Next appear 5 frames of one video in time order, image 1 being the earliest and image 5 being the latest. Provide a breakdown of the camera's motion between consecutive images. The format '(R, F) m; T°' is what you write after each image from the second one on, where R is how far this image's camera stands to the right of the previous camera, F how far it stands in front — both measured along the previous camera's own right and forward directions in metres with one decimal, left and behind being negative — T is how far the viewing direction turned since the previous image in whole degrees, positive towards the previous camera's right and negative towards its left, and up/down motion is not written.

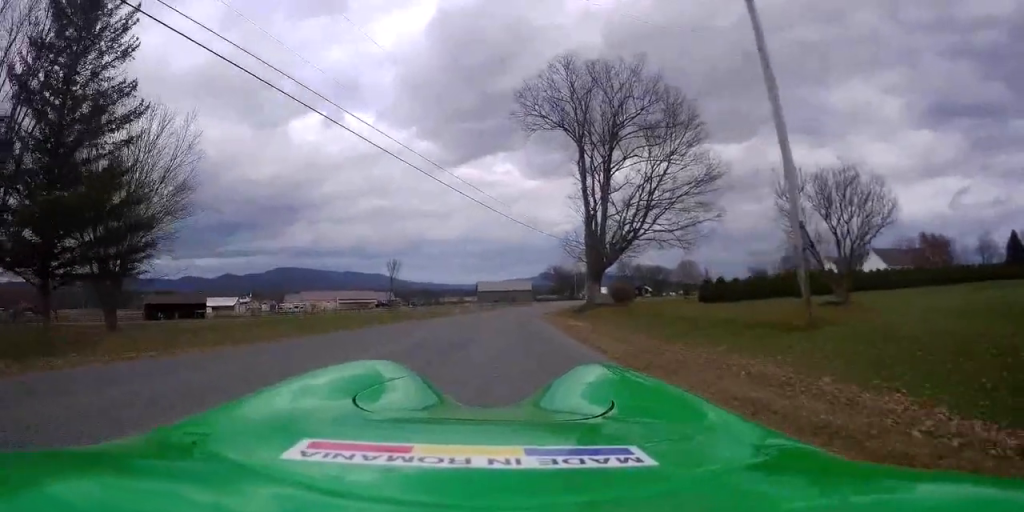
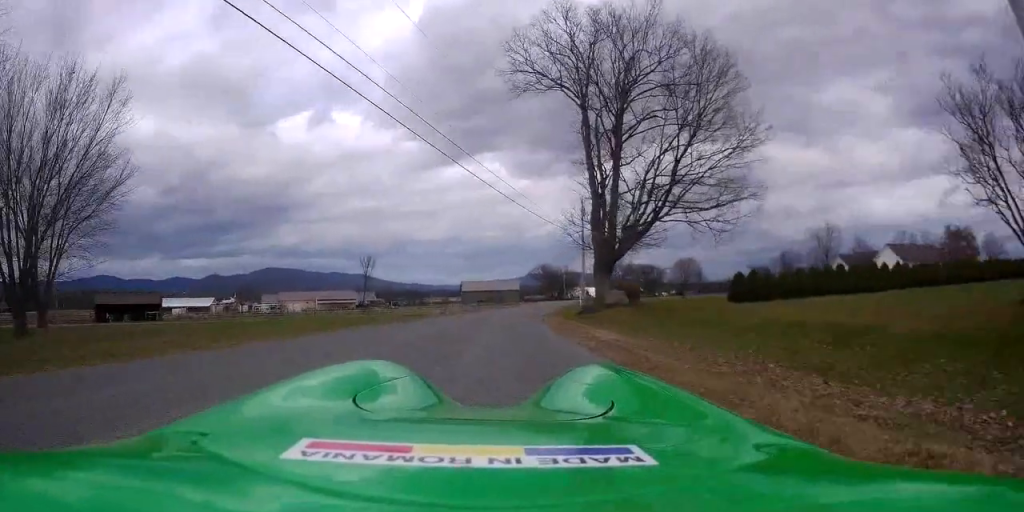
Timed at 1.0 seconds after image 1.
(-0.2, +9.0) m; +6°
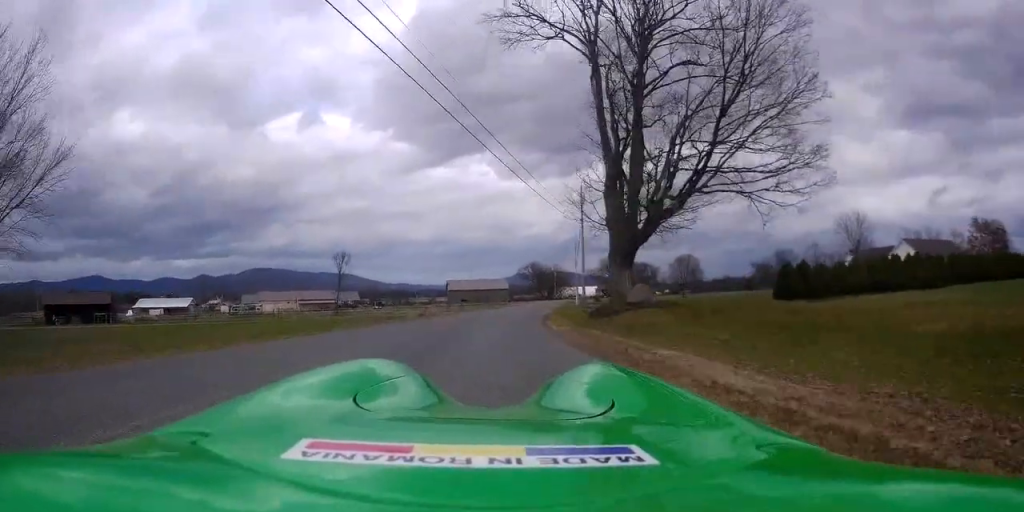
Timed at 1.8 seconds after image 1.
(+1.0, +7.8) m; +6°
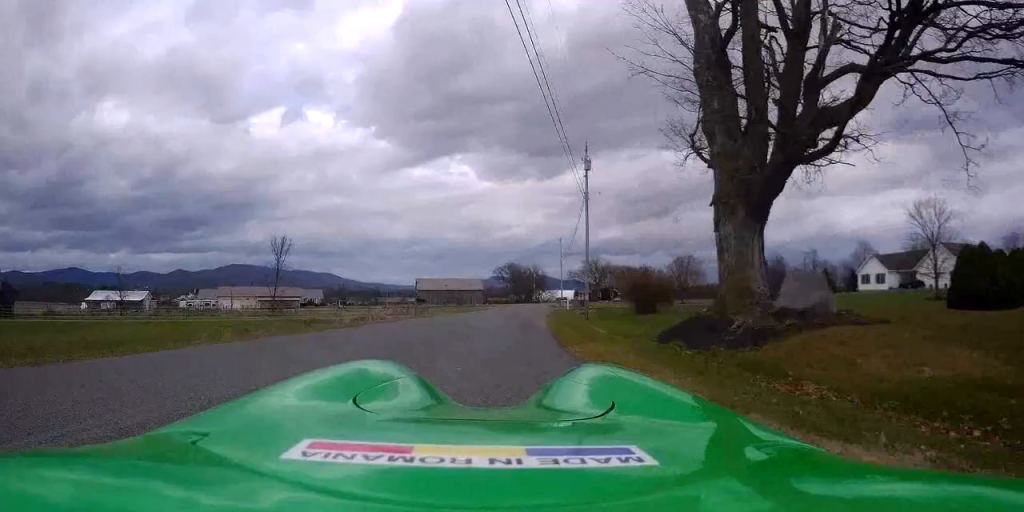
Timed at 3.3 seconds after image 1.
(-0.2, +14.4) m; 0°
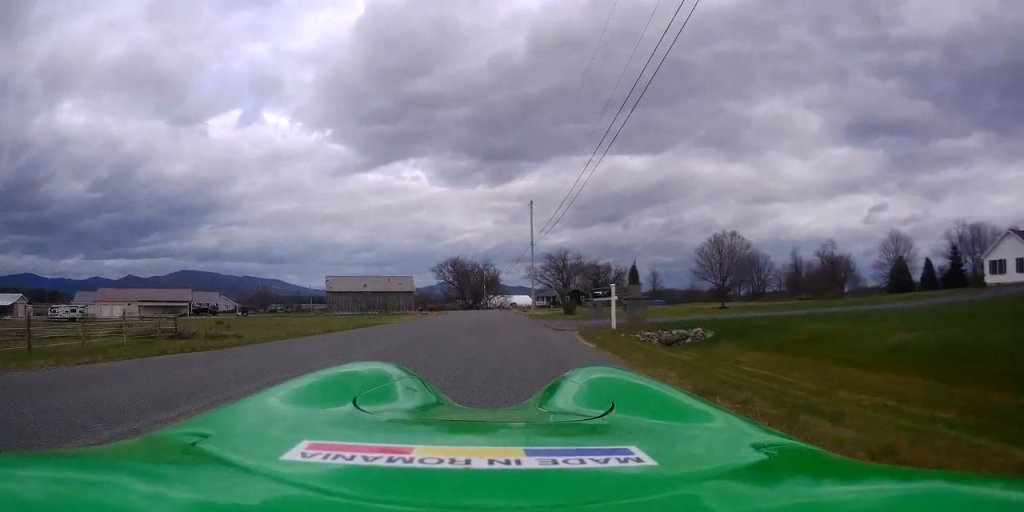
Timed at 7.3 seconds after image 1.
(+1.0, +39.6) m; +2°
